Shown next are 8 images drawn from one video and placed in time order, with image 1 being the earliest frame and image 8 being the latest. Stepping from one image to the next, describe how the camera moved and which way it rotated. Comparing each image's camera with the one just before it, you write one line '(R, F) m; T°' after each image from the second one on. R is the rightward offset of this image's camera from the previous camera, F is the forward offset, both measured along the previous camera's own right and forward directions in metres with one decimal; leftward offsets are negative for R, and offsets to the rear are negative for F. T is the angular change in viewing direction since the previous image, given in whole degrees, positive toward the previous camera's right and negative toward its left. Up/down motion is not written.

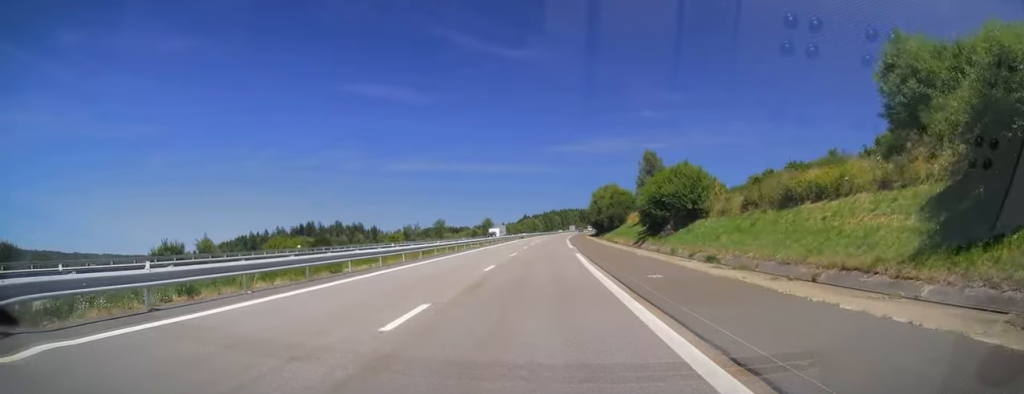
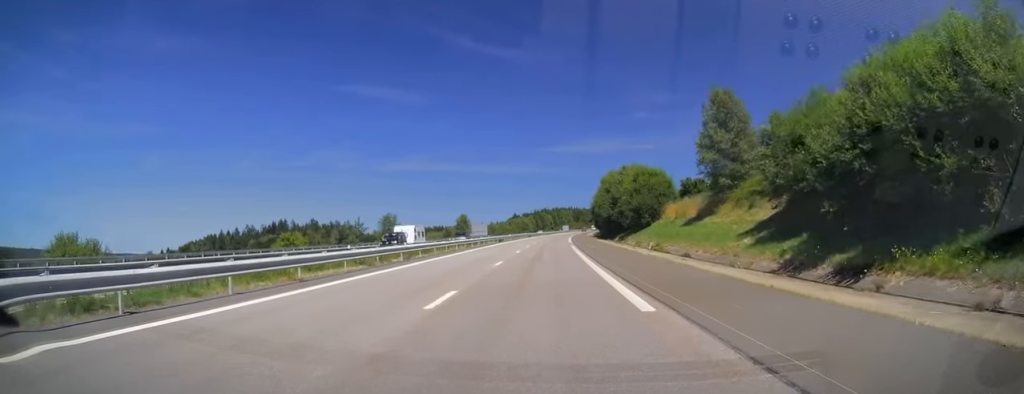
(+0.1, +36.7) m; 0°
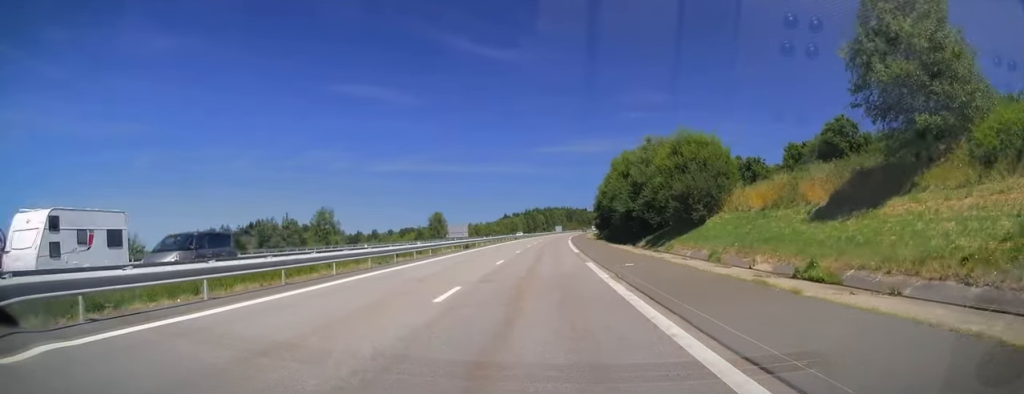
(+0.1, +25.0) m; +1°
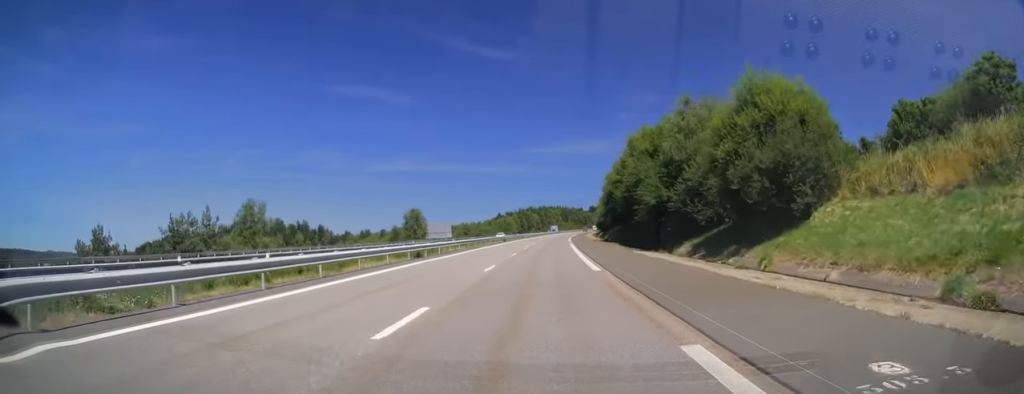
(+0.2, +17.2) m; +1°
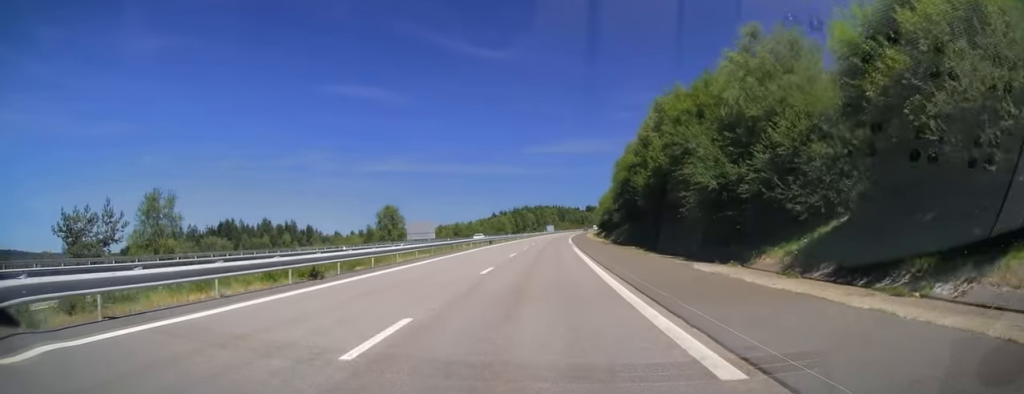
(+0.1, +14.2) m; 0°
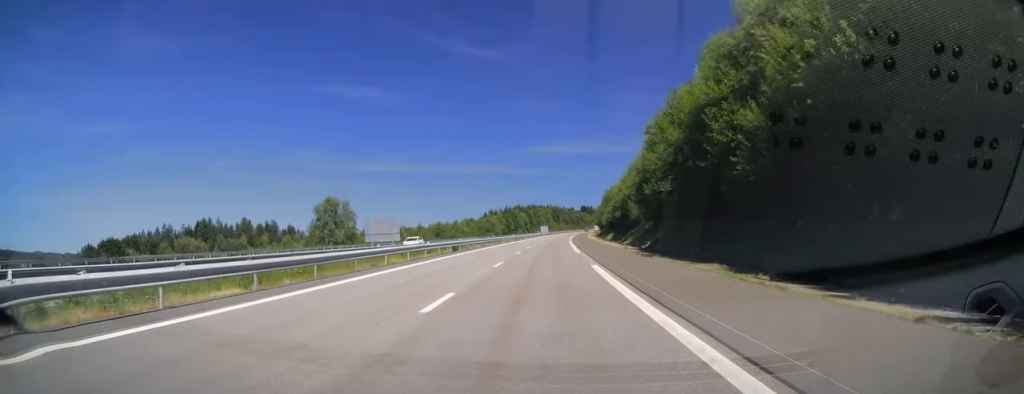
(+0.1, +22.1) m; 0°
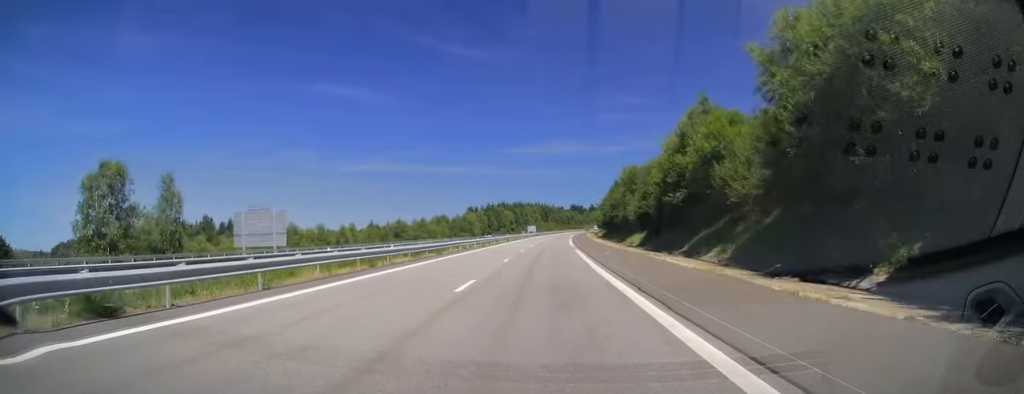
(+0.1, +35.8) m; +1°
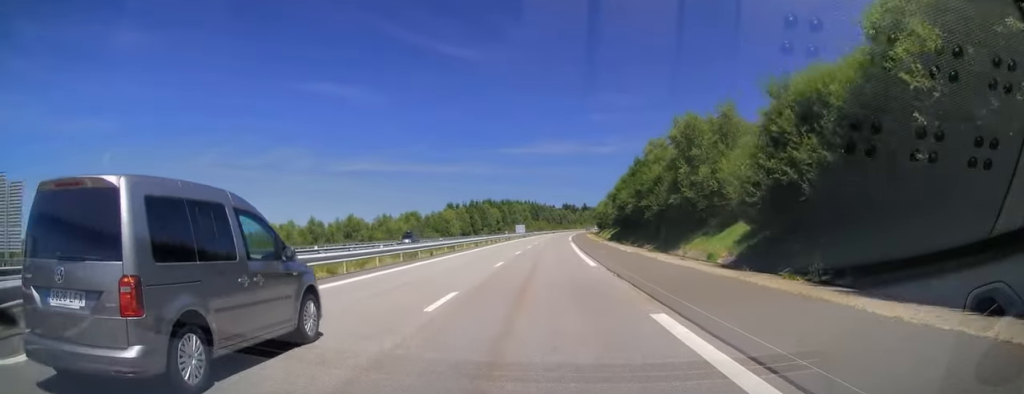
(+0.5, +29.4) m; +2°
